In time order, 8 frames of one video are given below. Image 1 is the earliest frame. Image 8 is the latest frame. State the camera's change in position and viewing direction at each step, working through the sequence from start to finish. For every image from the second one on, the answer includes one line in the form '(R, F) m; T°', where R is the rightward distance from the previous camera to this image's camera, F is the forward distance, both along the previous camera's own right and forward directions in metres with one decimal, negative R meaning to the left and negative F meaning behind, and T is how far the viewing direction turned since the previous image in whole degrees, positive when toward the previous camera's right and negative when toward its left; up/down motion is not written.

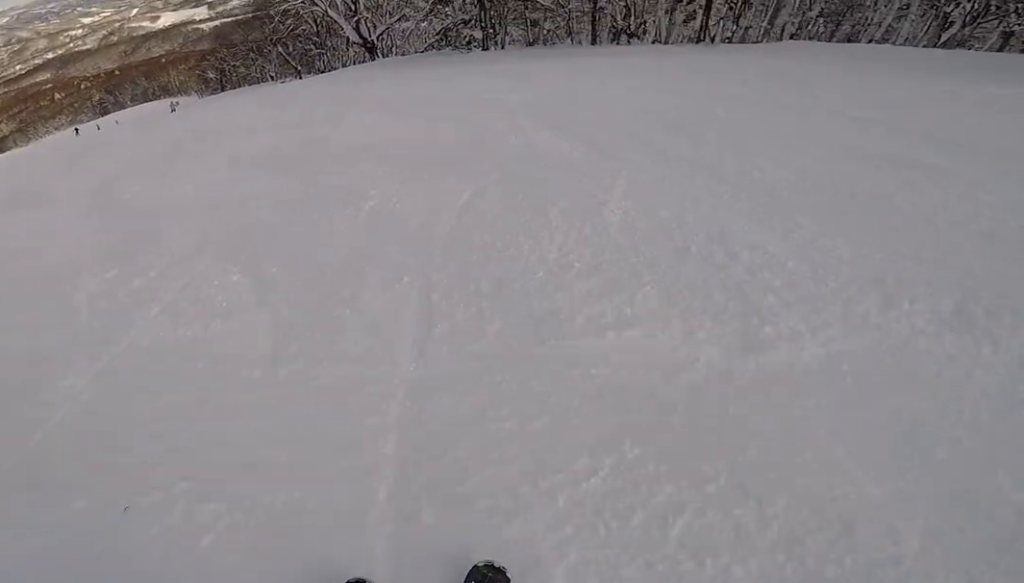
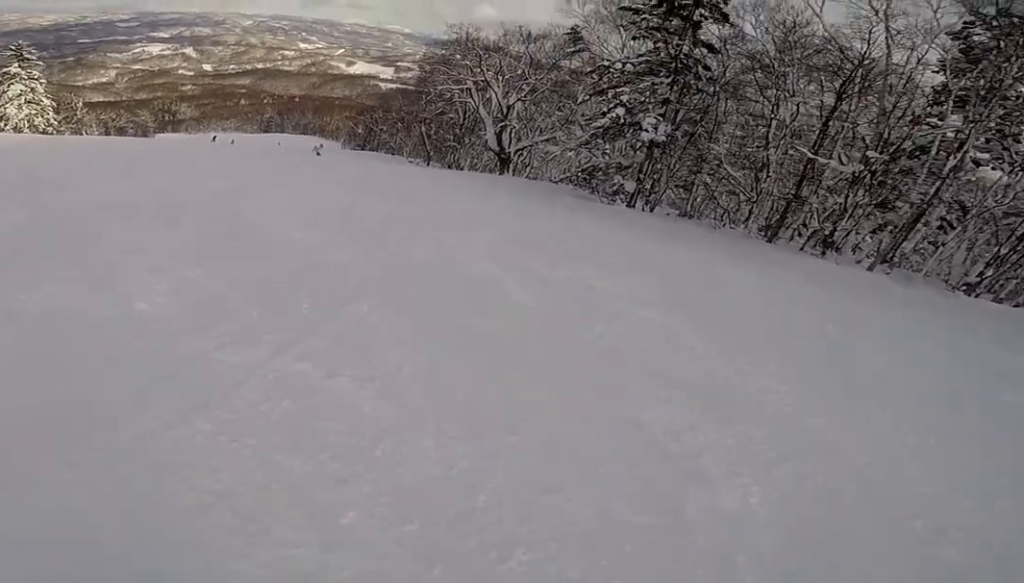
(+1.1, +5.9) m; -1°
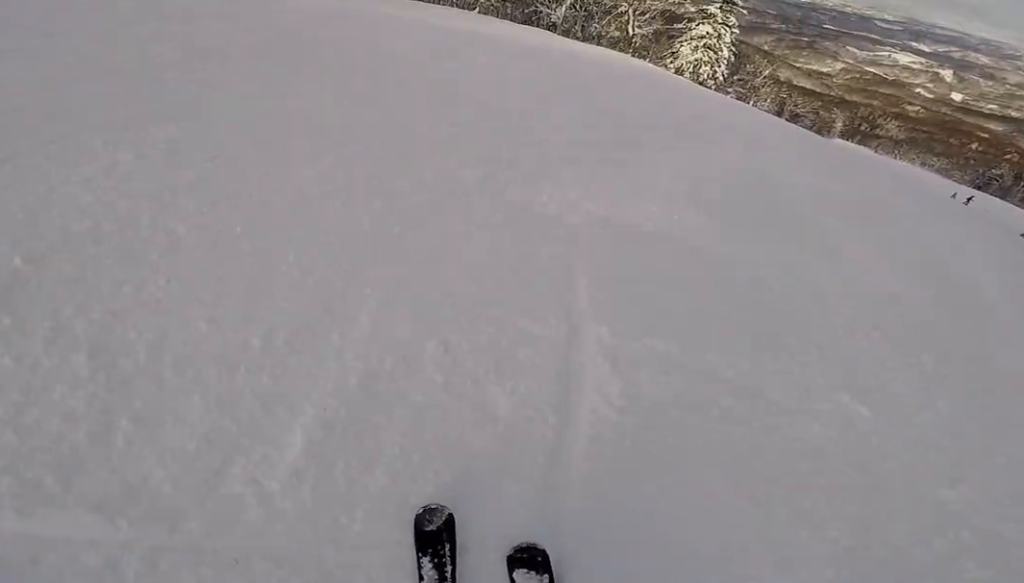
(-7.2, +10.8) m; -63°
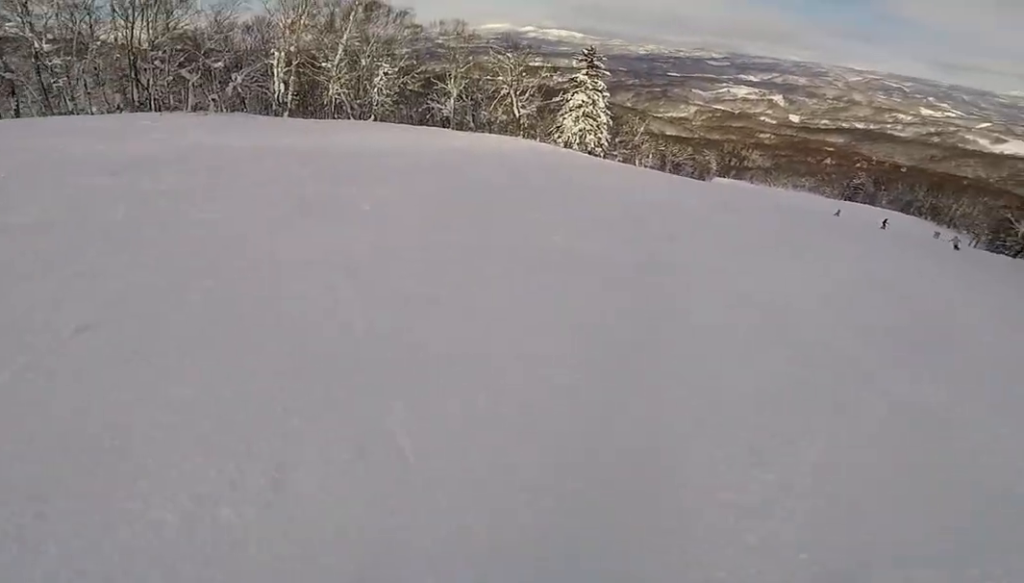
(-0.7, +3.9) m; +5°
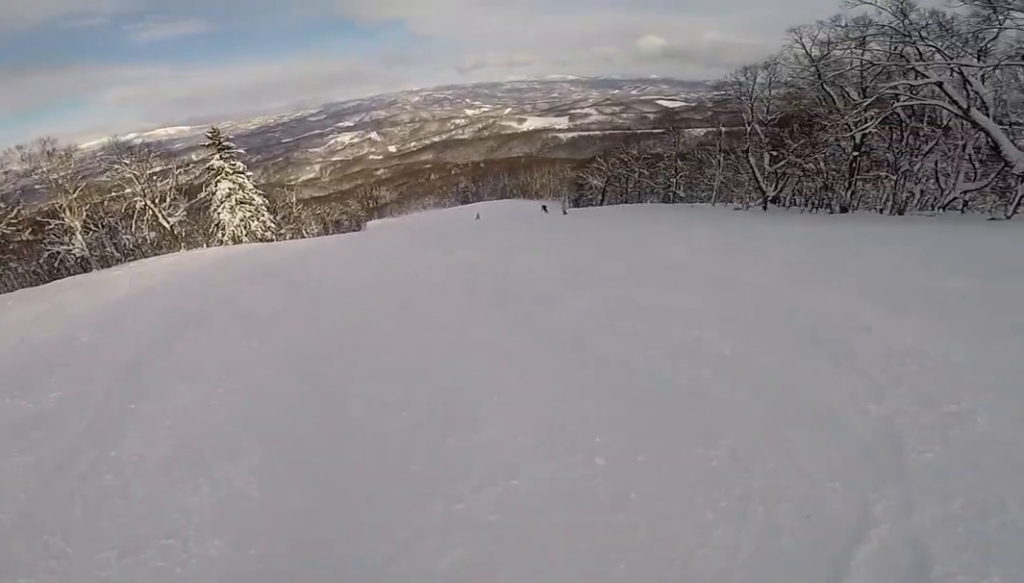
(+1.4, +7.4) m; +28°
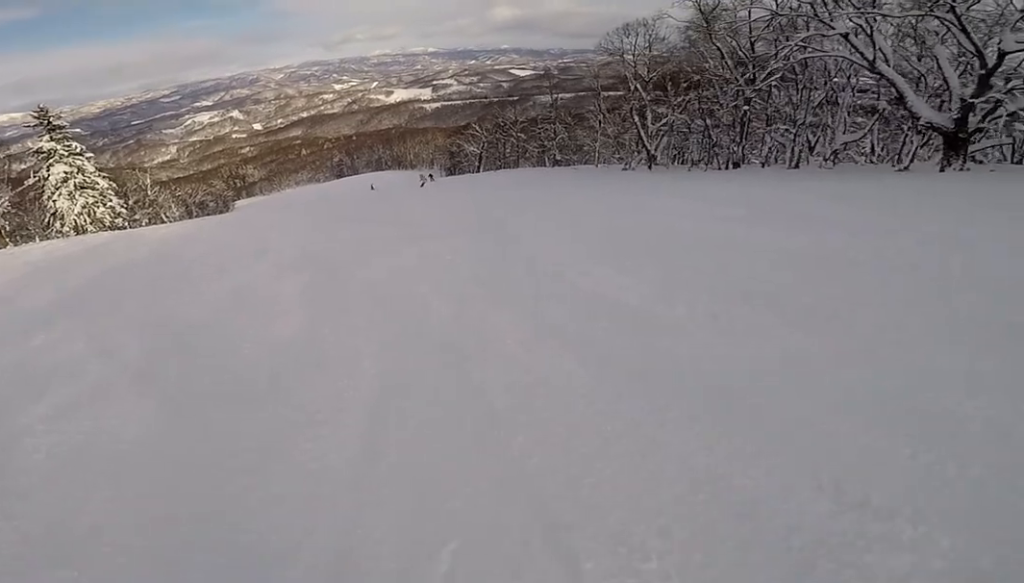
(+1.4, +5.8) m; +23°
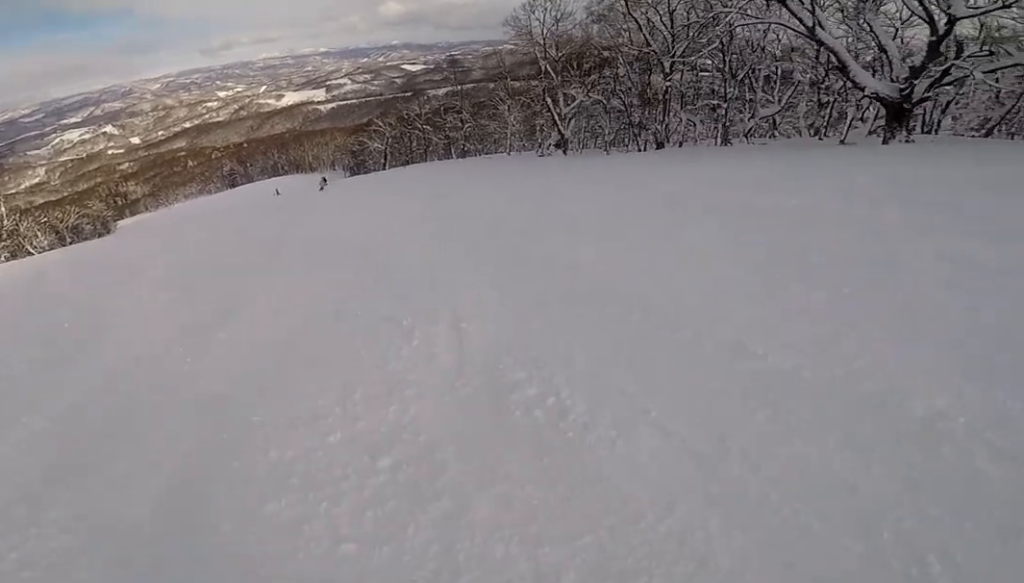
(+0.8, +5.0) m; +9°
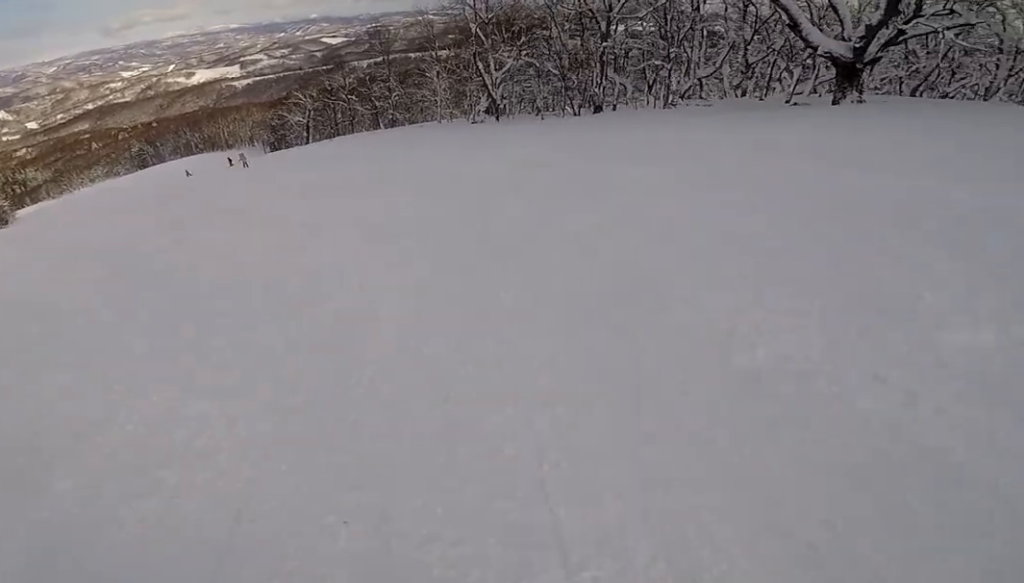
(+0.7, +3.2) m; 0°
